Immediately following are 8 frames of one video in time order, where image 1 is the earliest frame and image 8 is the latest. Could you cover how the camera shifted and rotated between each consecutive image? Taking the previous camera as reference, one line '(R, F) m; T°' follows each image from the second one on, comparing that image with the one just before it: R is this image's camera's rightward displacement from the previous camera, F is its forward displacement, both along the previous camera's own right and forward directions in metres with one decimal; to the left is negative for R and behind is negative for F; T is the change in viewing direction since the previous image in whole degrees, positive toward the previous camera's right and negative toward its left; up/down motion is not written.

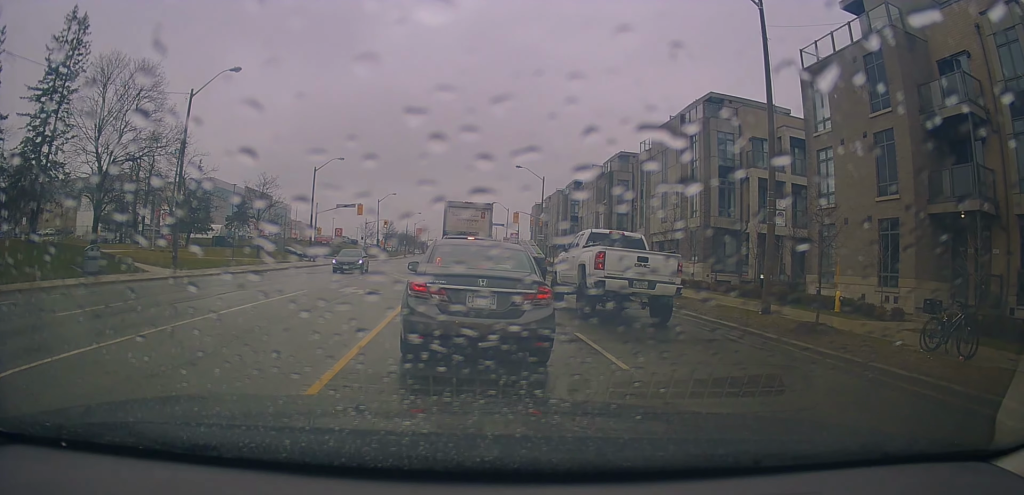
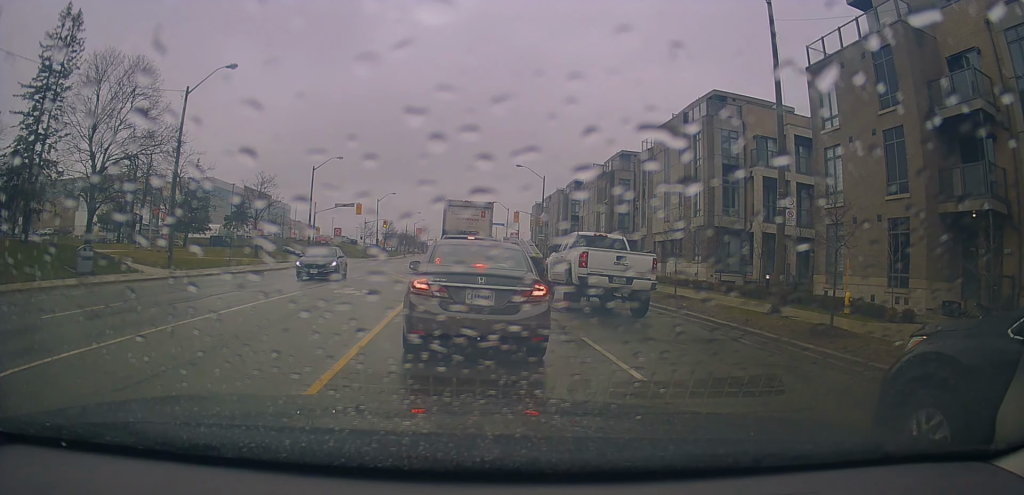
(+0.3, +0.6) m; 0°
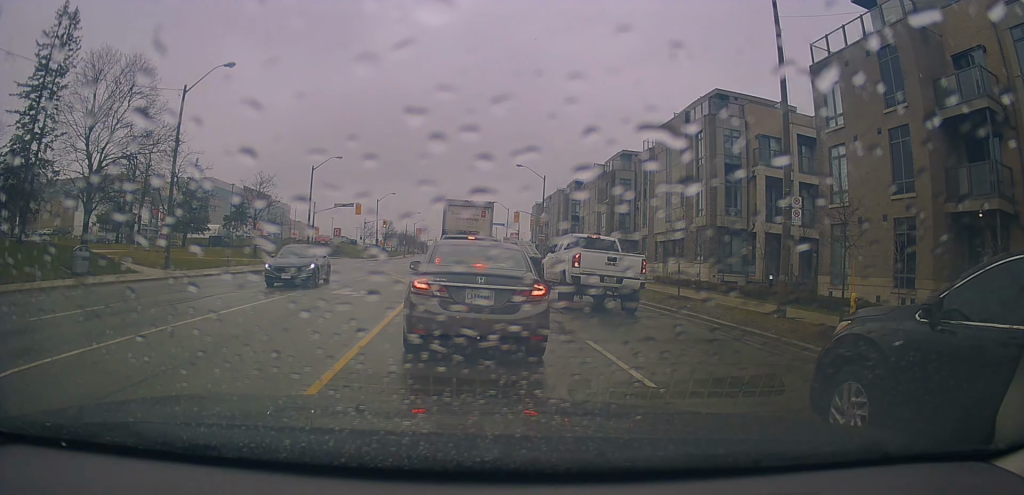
(+0.2, +0.3) m; 0°
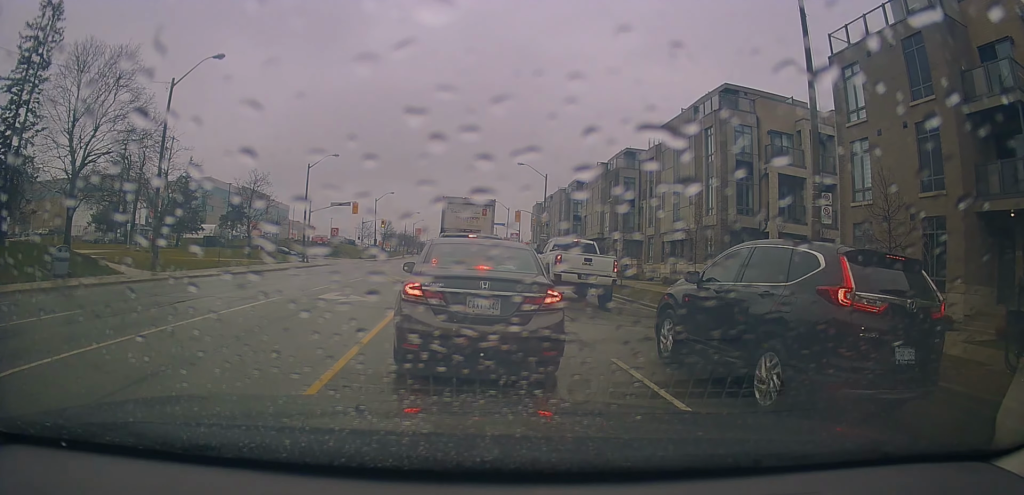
(-0.2, +1.5) m; 0°
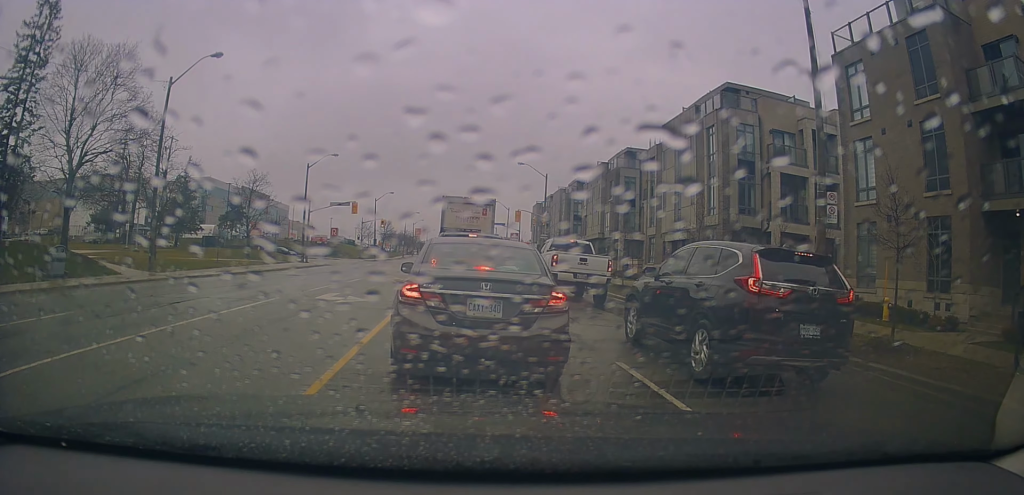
(-0.1, +0.5) m; 0°
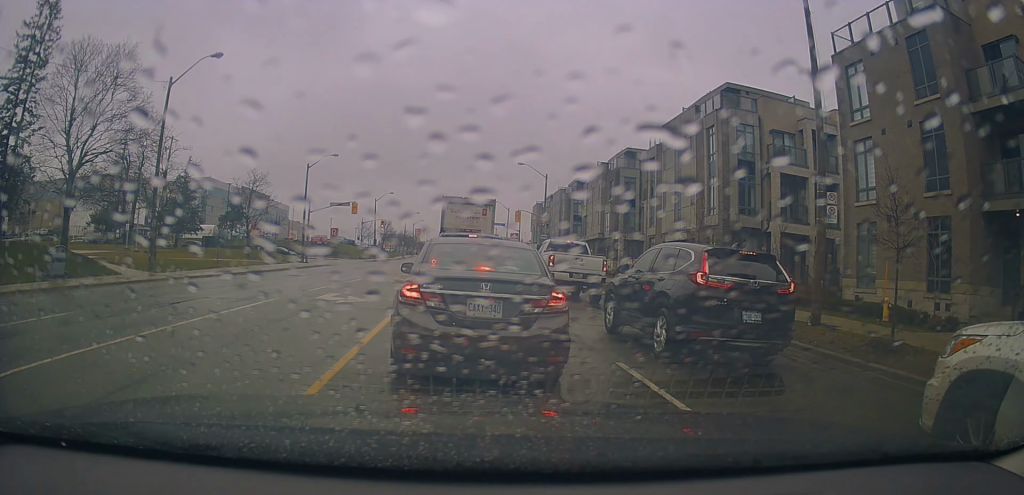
(+0.1, +0.2) m; 0°
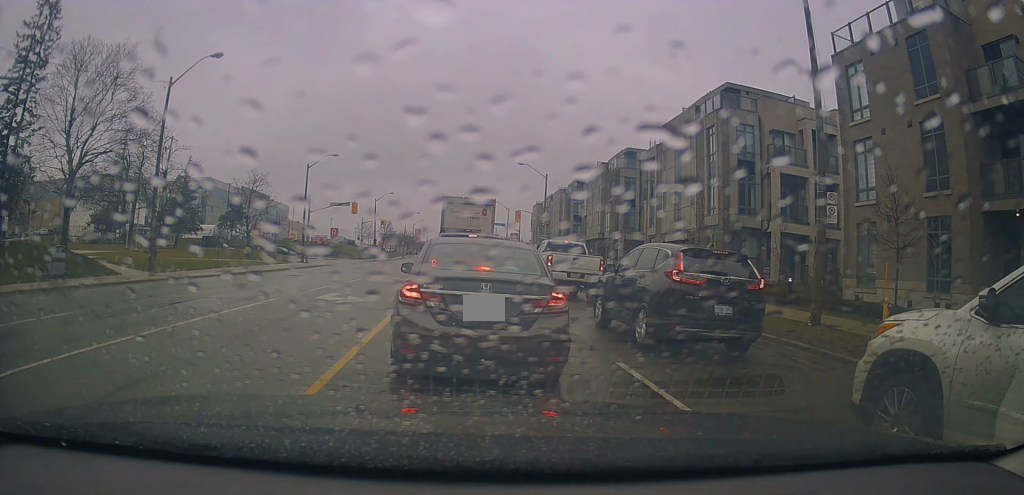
(0.0, 0.0) m; 0°
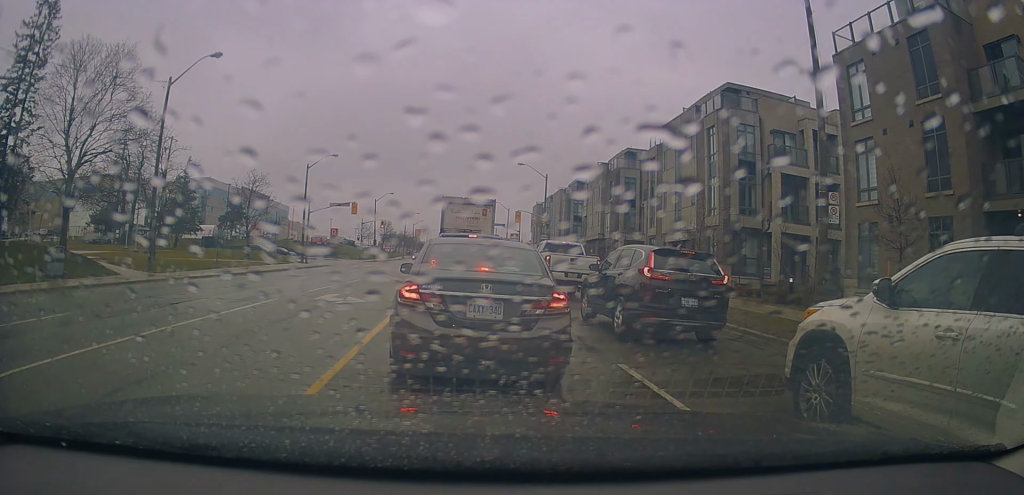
(0.0, 0.0) m; 0°
